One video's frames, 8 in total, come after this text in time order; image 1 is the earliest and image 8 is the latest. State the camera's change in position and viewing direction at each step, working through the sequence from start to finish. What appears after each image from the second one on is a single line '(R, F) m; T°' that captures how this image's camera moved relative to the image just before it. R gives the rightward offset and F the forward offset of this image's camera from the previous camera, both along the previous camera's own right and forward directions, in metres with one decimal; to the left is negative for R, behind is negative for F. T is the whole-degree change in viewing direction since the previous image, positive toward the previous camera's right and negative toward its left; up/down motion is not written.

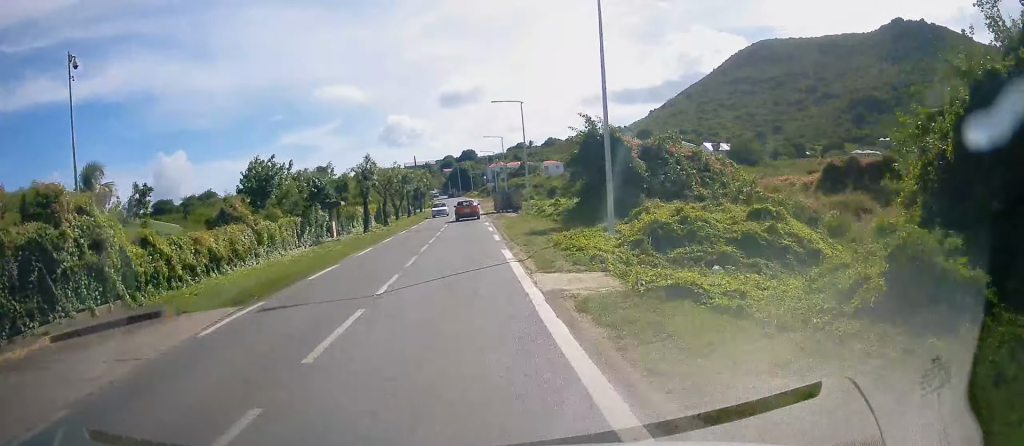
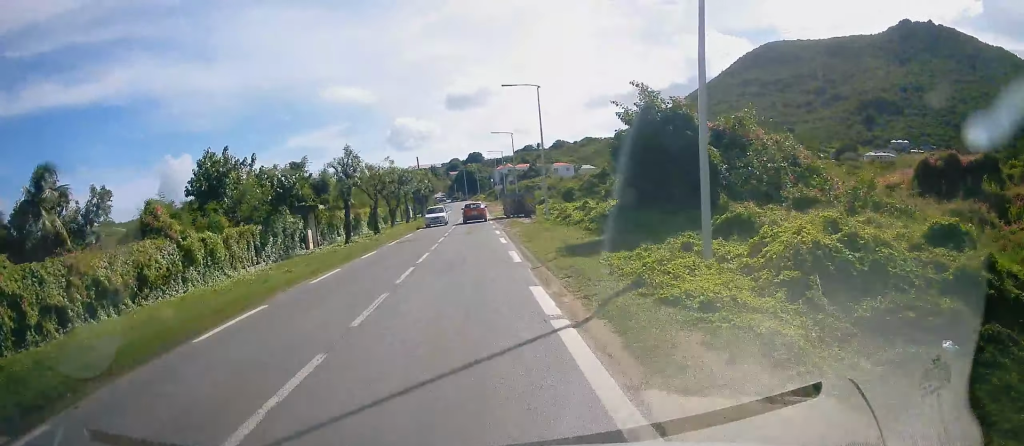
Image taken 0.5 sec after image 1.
(+0.2, +7.0) m; -1°
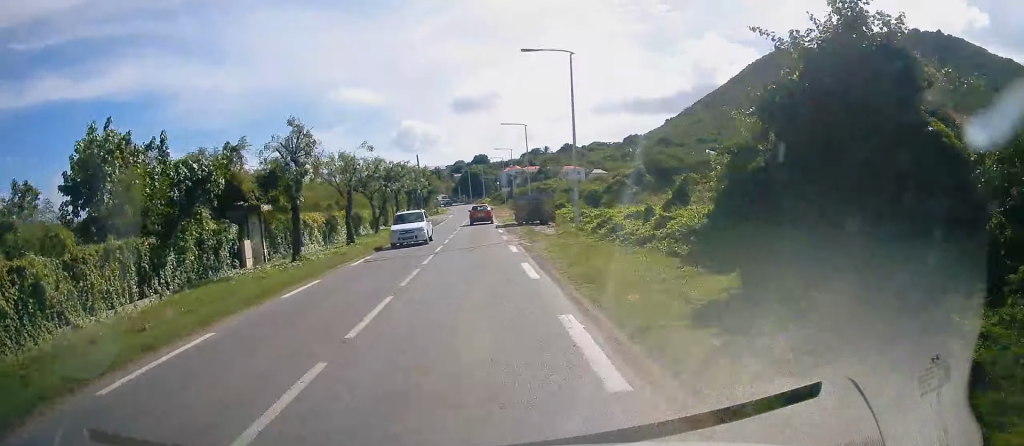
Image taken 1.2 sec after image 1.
(-0.5, +9.3) m; -2°
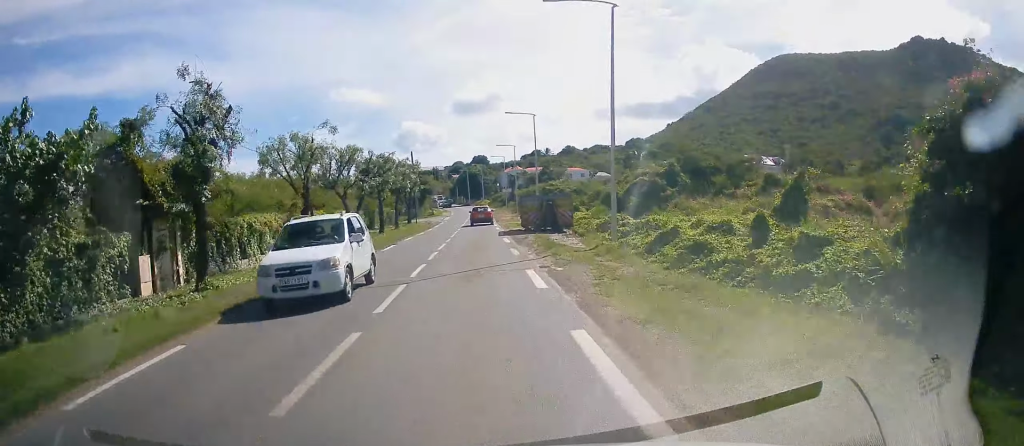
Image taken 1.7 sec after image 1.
(-0.1, +7.4) m; -1°
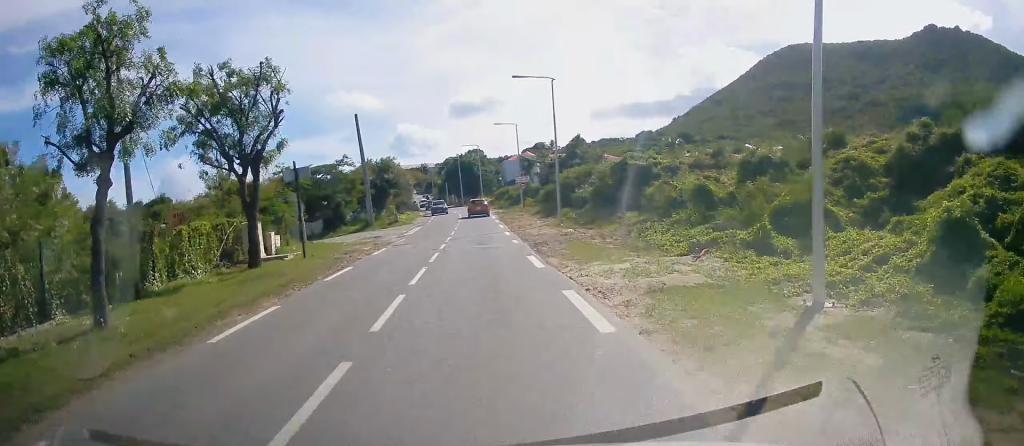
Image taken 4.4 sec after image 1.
(+0.5, +36.9) m; +1°
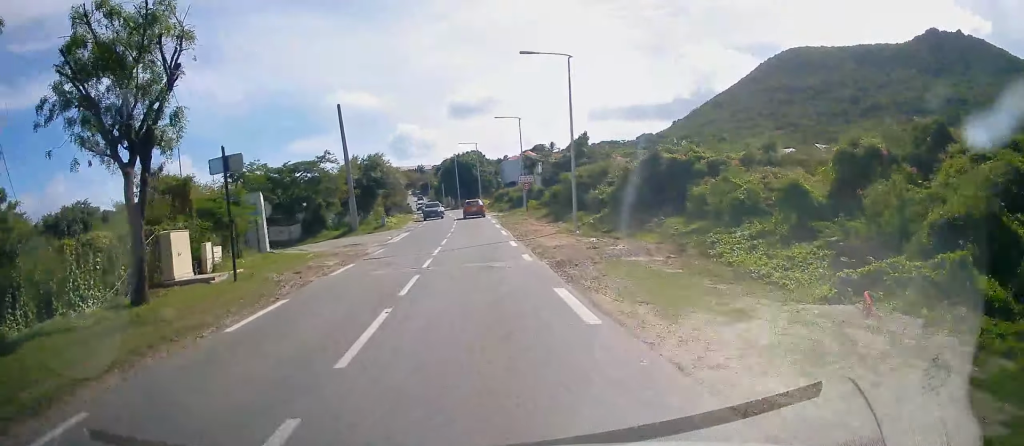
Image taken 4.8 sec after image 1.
(+0.1, +5.9) m; 0°
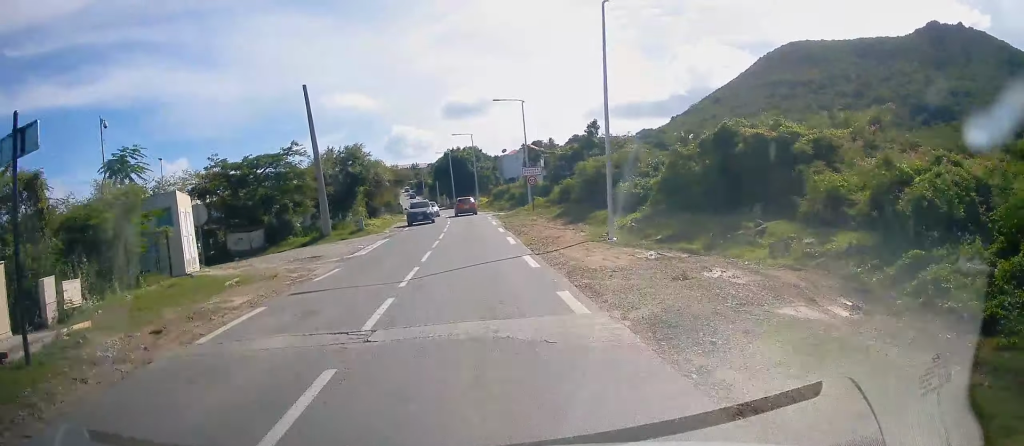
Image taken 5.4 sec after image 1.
(+0.1, +7.7) m; +1°
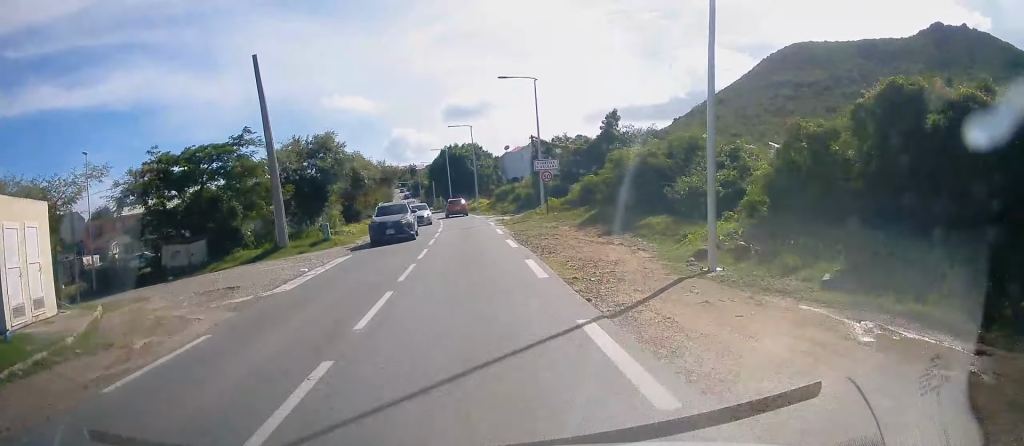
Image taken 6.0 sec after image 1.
(0.0, +8.7) m; 0°
